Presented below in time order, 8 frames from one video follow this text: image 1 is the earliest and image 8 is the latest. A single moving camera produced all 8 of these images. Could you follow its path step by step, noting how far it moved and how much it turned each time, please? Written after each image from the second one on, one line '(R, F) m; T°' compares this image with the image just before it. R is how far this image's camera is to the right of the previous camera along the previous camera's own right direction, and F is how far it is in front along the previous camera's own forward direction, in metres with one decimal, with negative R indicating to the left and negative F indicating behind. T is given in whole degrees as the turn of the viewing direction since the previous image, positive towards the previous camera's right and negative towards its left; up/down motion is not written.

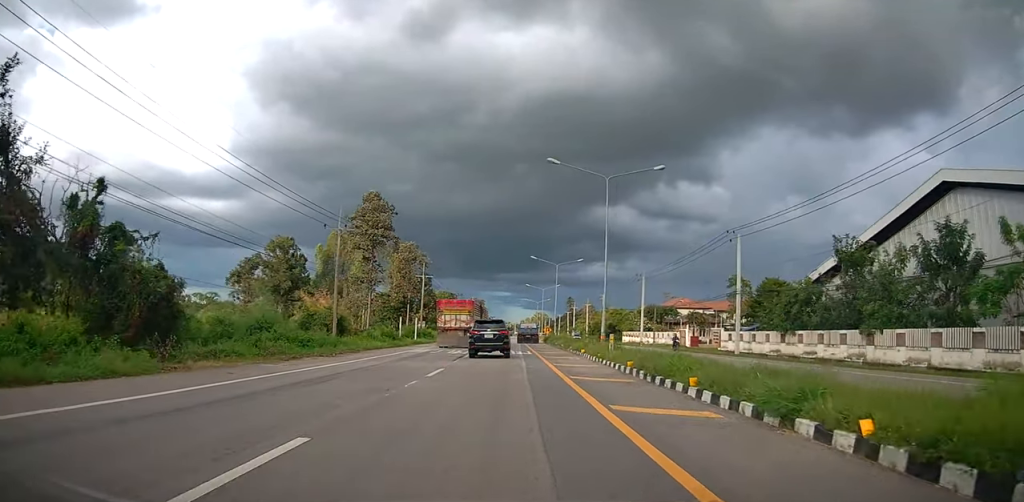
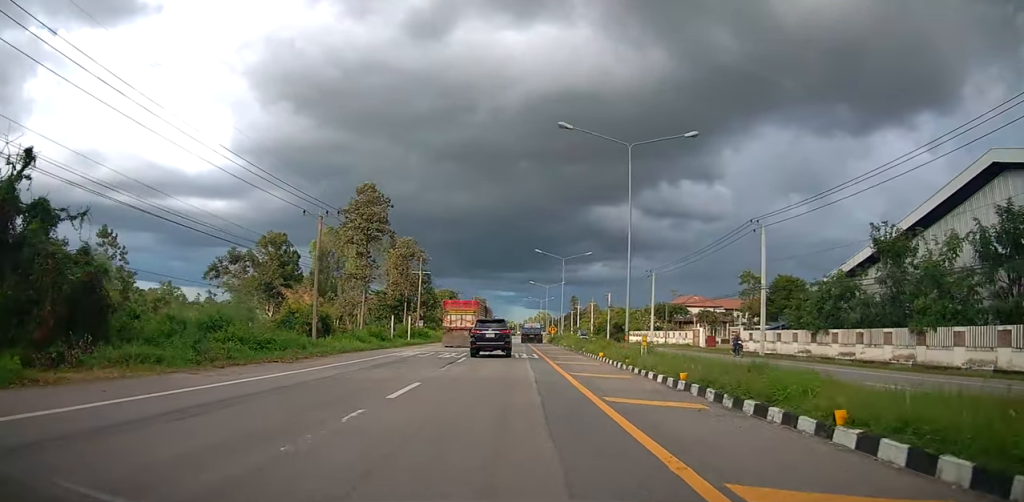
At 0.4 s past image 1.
(+0.3, +5.0) m; 0°
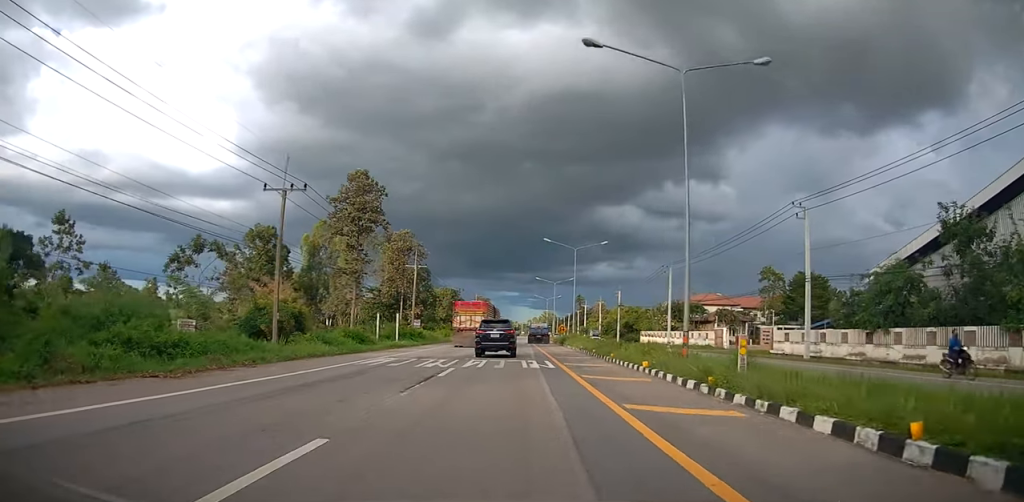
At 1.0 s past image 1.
(-0.3, +7.1) m; 0°
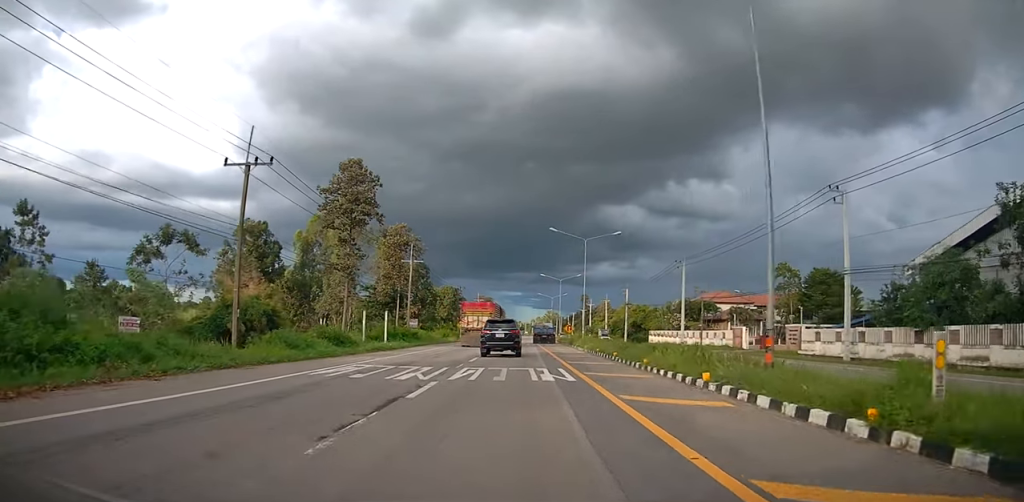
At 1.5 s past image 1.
(-0.3, +5.0) m; 0°
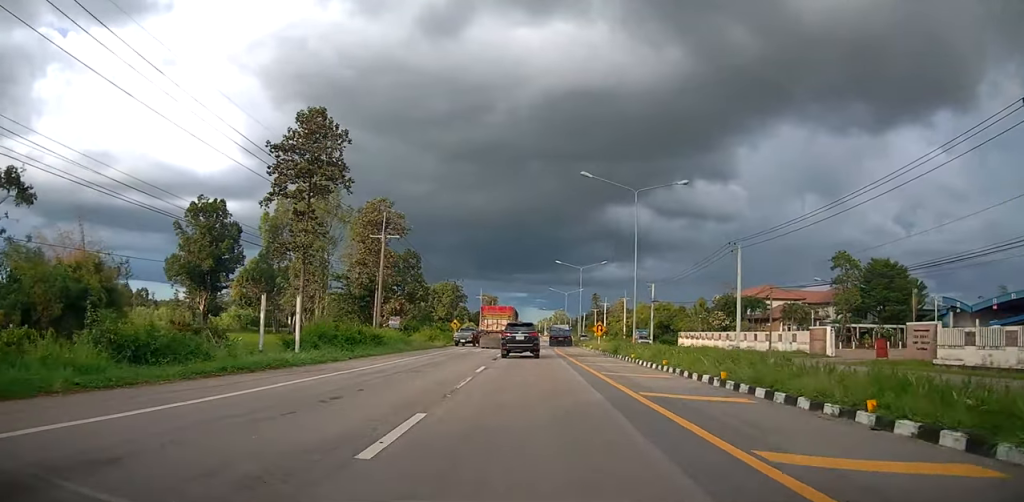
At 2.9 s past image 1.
(+0.4, +17.0) m; -1°
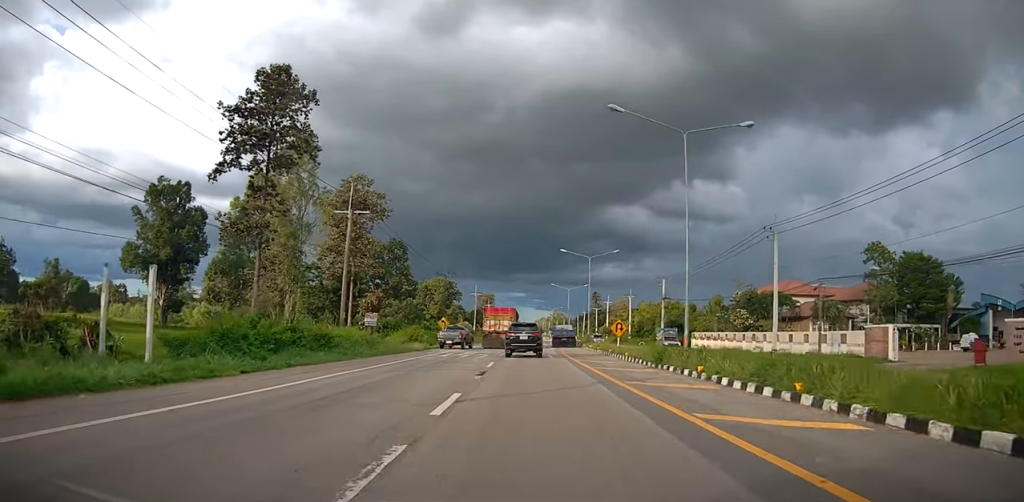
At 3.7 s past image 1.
(-0.4, +9.1) m; 0°
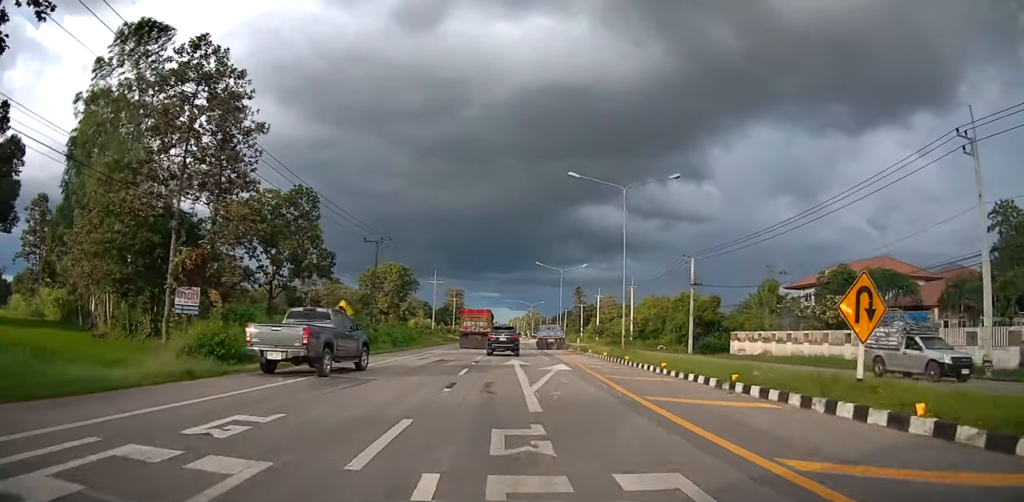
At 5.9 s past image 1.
(+0.8, +27.5) m; +2°
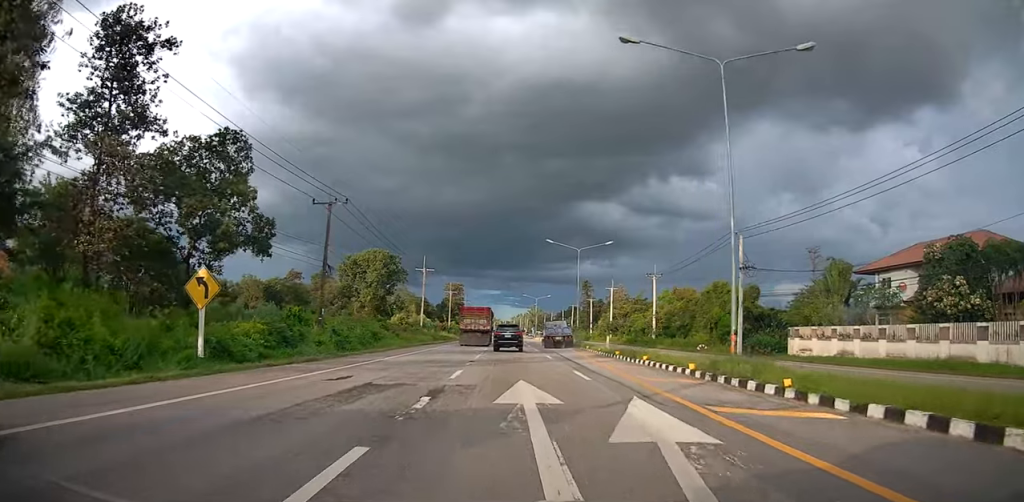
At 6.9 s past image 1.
(+0.3, +14.7) m; +2°
